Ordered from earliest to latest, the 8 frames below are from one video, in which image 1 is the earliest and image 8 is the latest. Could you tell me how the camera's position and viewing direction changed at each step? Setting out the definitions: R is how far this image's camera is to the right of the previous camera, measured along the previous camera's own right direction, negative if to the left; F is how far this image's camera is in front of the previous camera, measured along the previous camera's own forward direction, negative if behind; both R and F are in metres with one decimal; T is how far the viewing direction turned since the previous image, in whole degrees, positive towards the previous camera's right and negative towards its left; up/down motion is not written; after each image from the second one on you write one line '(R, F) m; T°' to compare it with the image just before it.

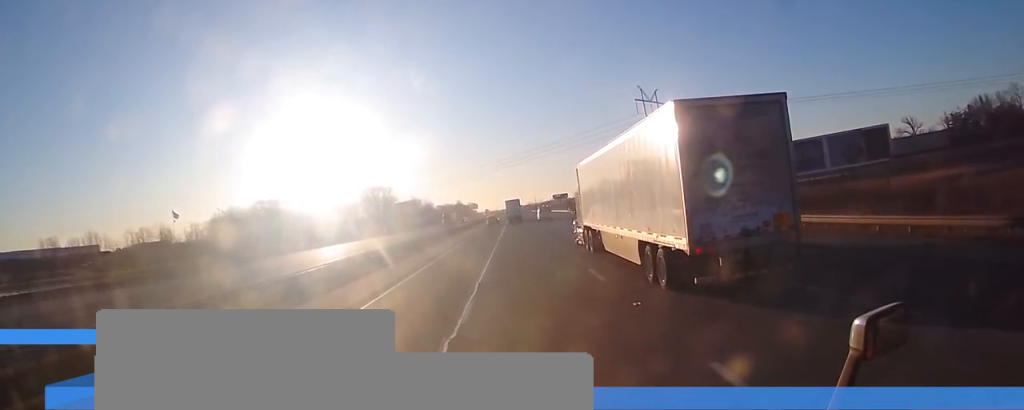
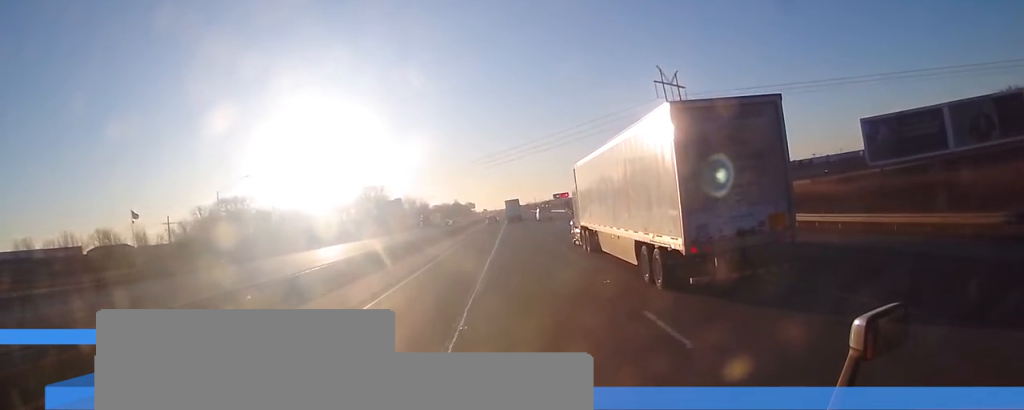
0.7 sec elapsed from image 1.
(+0.5, +20.1) m; 0°
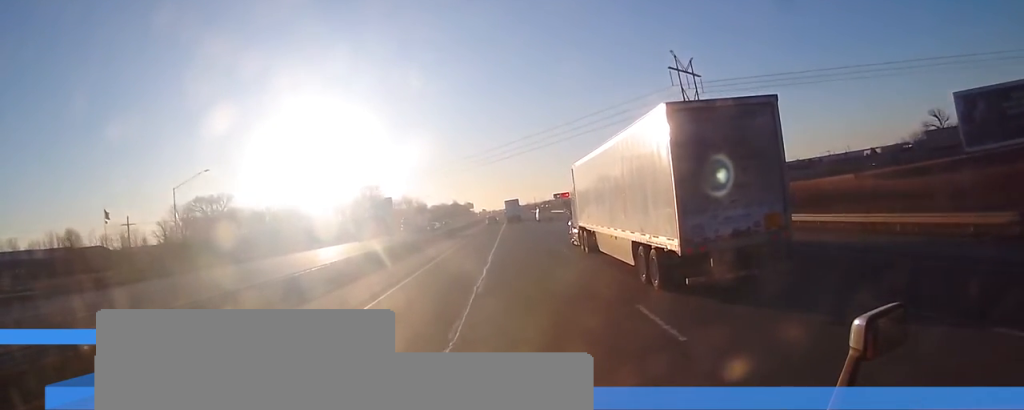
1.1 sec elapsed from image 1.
(+0.1, +11.4) m; 0°
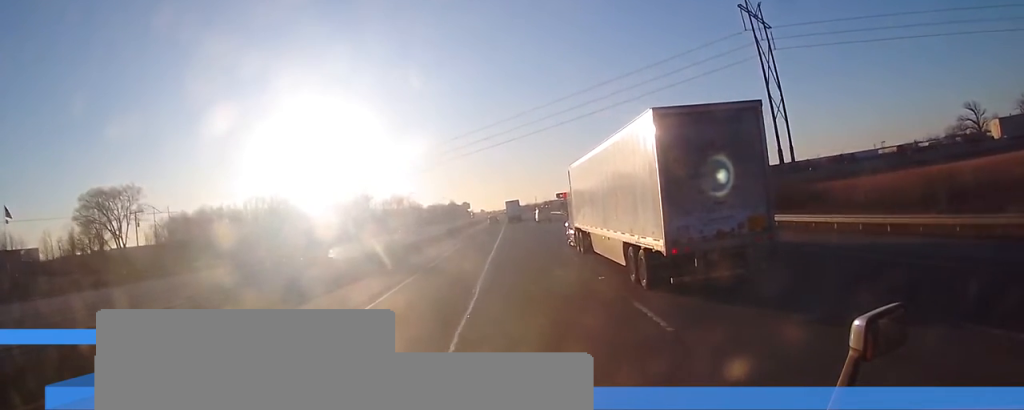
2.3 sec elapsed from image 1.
(-0.2, +35.2) m; +1°
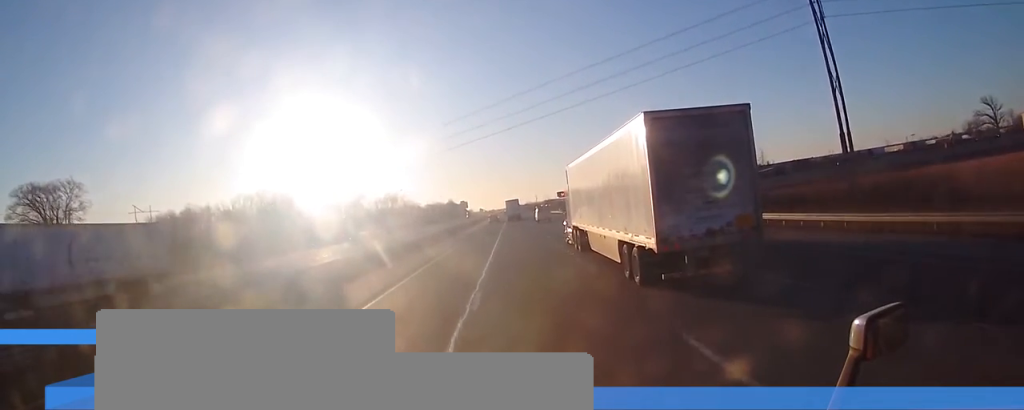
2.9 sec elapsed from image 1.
(+0.1, +16.1) m; +1°
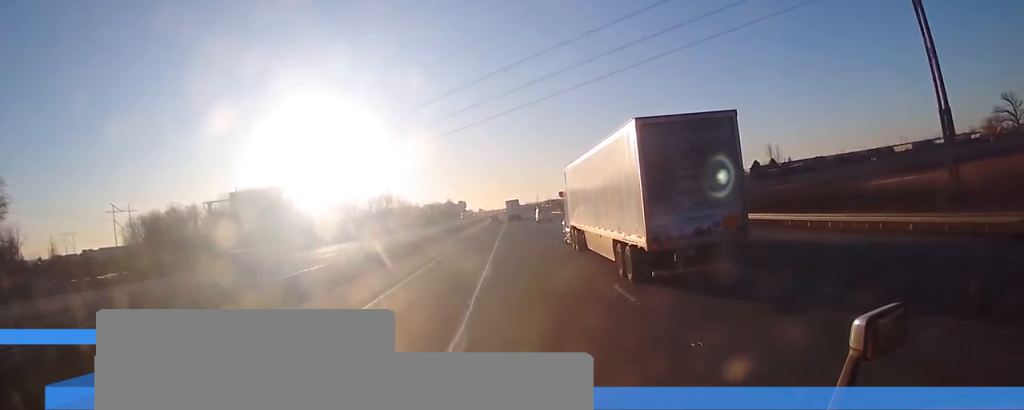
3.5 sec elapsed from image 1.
(+0.2, +17.4) m; 0°
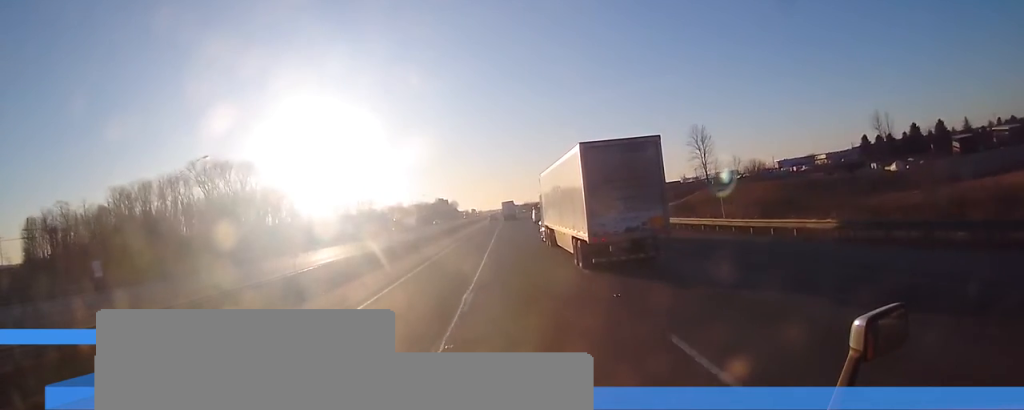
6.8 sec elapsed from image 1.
(-1.7, +90.5) m; -1°
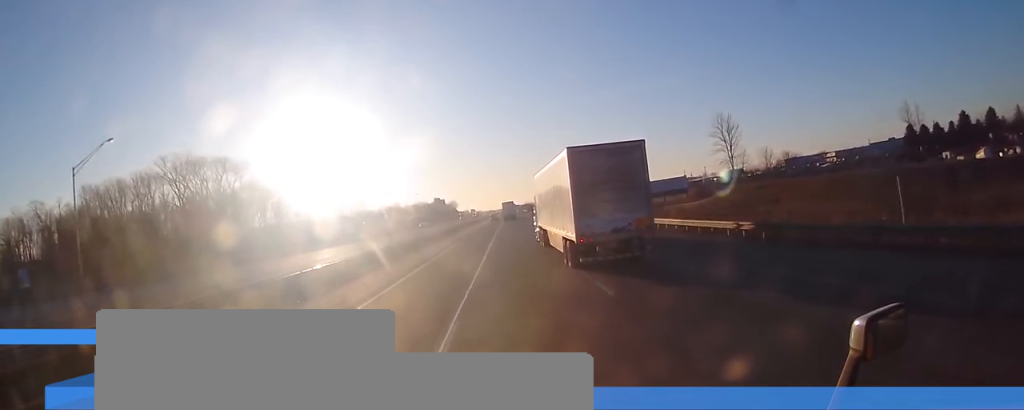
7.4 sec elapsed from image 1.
(+0.2, +16.4) m; 0°
